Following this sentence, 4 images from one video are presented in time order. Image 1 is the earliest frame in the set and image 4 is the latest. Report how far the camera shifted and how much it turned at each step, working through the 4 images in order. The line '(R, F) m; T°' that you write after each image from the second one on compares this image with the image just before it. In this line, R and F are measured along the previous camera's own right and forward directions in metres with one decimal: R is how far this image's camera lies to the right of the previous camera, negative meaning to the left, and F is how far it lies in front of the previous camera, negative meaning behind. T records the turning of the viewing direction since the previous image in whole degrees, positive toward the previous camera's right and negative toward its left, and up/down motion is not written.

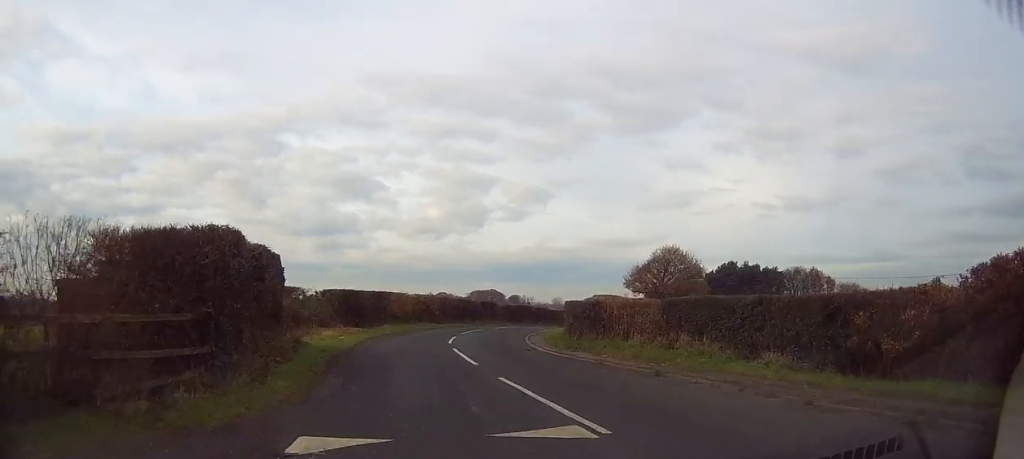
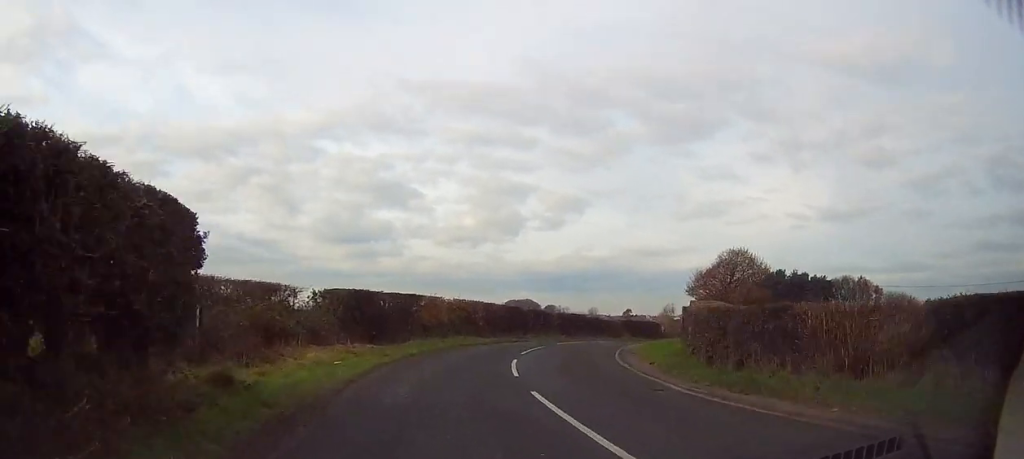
(-0.3, +9.6) m; -2°
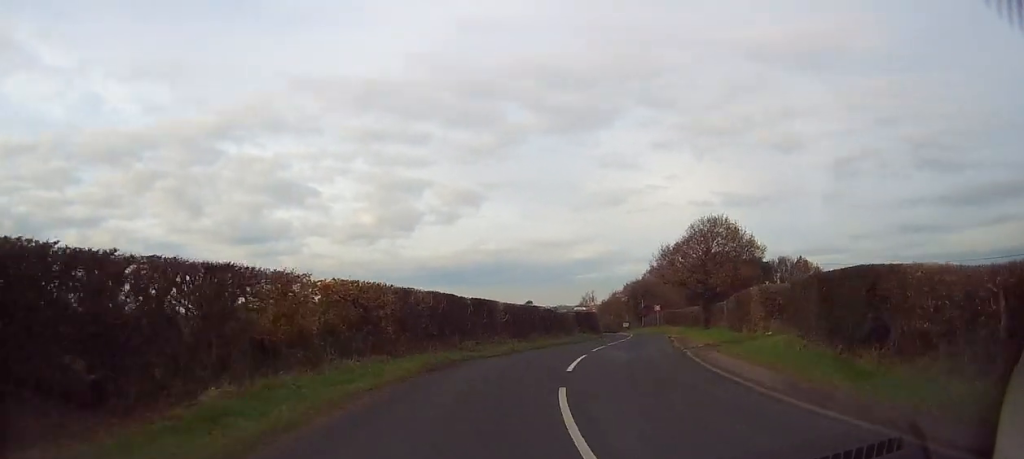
(+0.2, +17.1) m; +7°
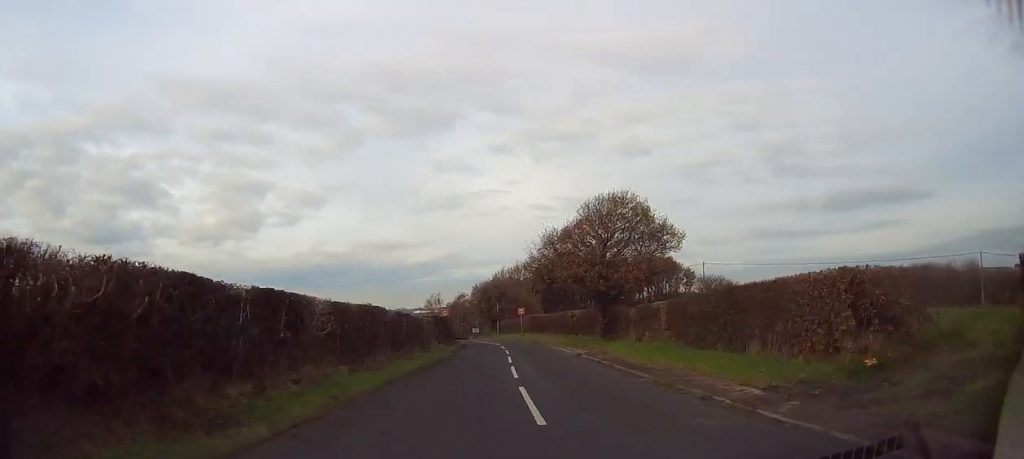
(+1.5, +13.8) m; +10°
